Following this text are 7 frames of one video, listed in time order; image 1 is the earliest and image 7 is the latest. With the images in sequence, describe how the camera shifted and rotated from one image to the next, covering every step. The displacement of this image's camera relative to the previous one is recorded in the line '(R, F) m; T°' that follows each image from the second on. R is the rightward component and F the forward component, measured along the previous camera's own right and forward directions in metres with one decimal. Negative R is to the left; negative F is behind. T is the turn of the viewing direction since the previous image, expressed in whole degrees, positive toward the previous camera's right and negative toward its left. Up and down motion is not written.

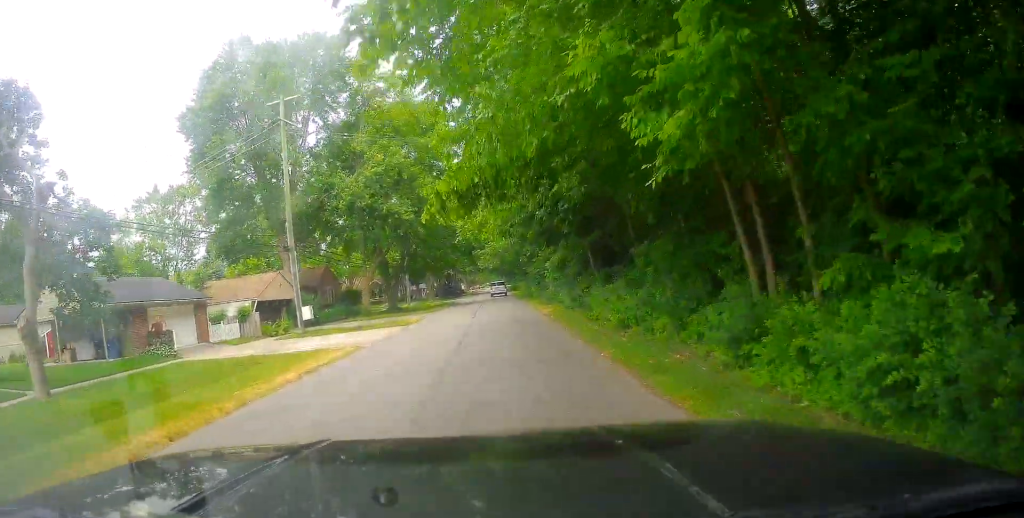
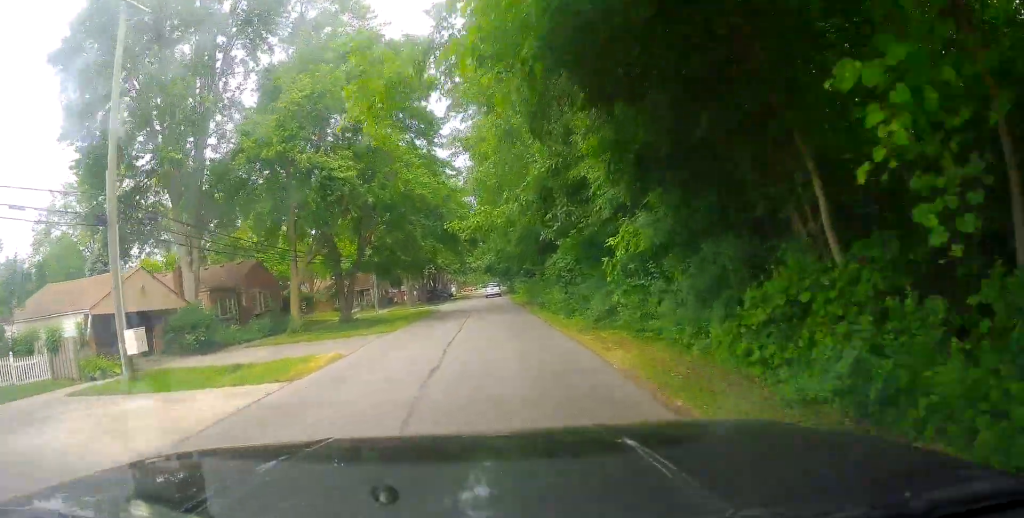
(0.0, +16.5) m; +1°
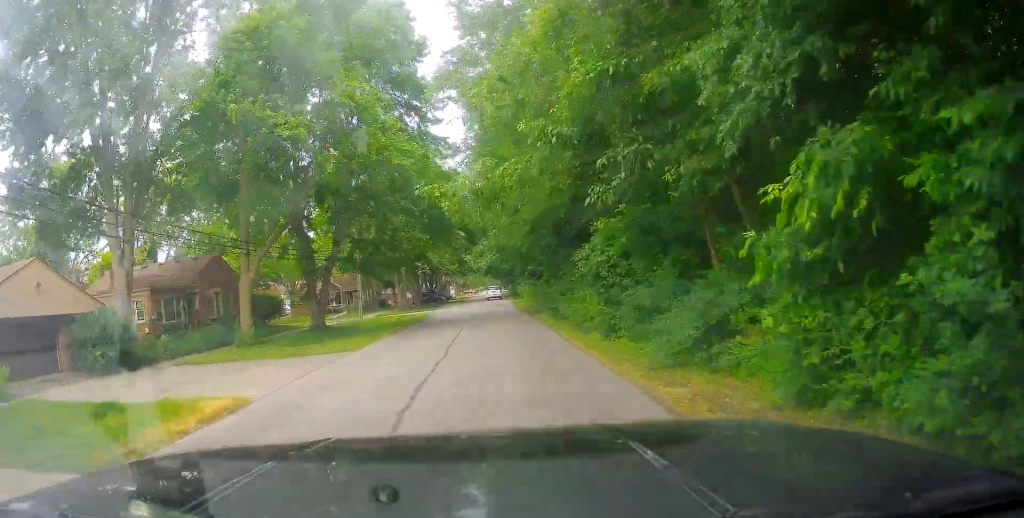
(+0.3, +7.3) m; 0°
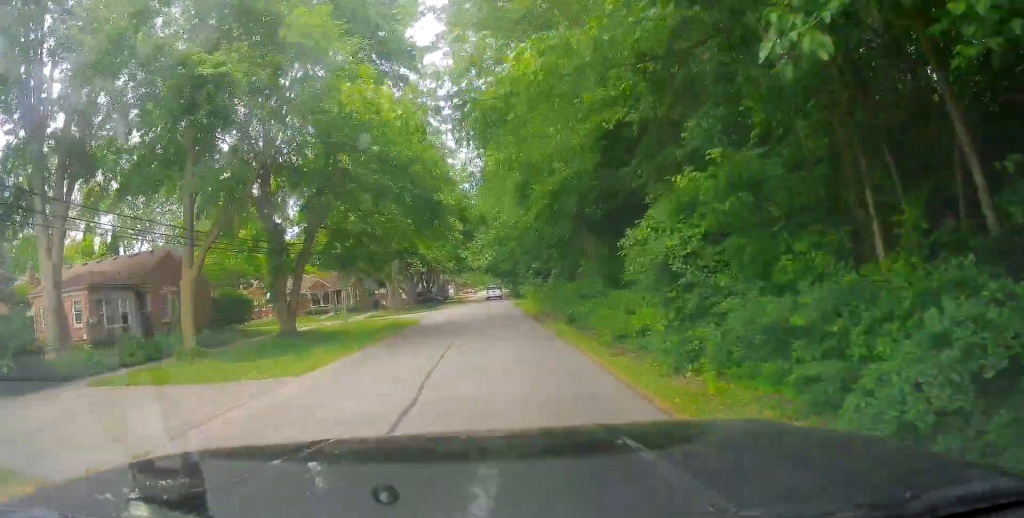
(-0.2, +5.6) m; 0°
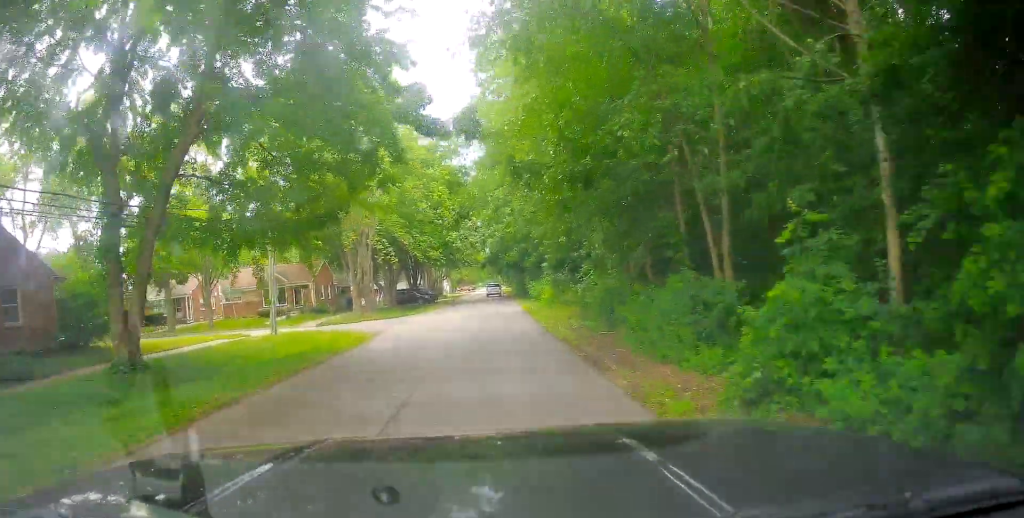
(+0.1, +14.9) m; +2°
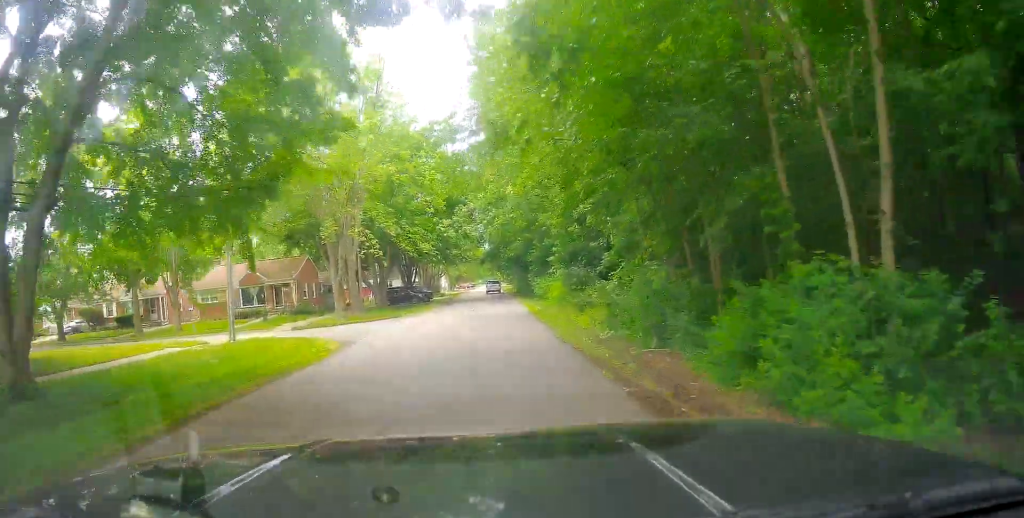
(+0.1, +5.2) m; 0°
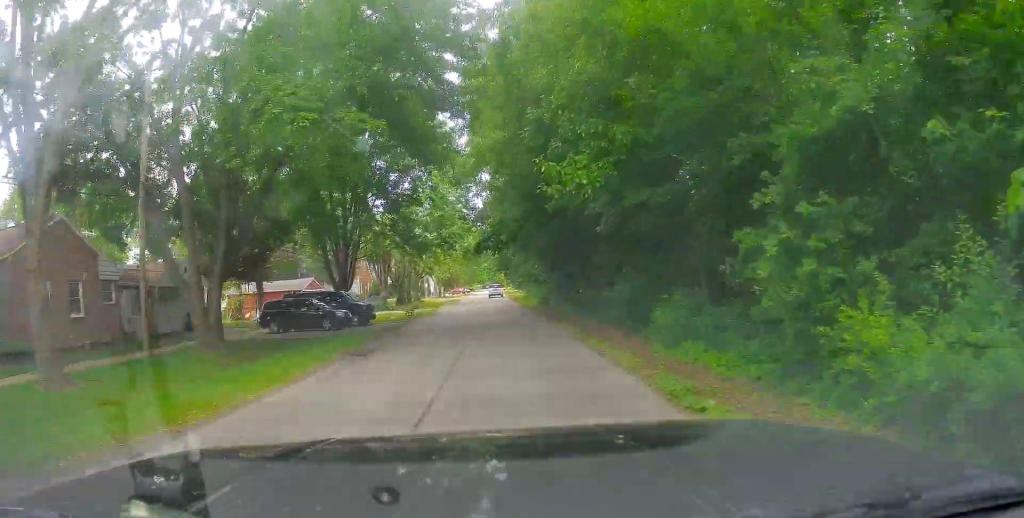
(-2.1, +33.2) m; -4°
